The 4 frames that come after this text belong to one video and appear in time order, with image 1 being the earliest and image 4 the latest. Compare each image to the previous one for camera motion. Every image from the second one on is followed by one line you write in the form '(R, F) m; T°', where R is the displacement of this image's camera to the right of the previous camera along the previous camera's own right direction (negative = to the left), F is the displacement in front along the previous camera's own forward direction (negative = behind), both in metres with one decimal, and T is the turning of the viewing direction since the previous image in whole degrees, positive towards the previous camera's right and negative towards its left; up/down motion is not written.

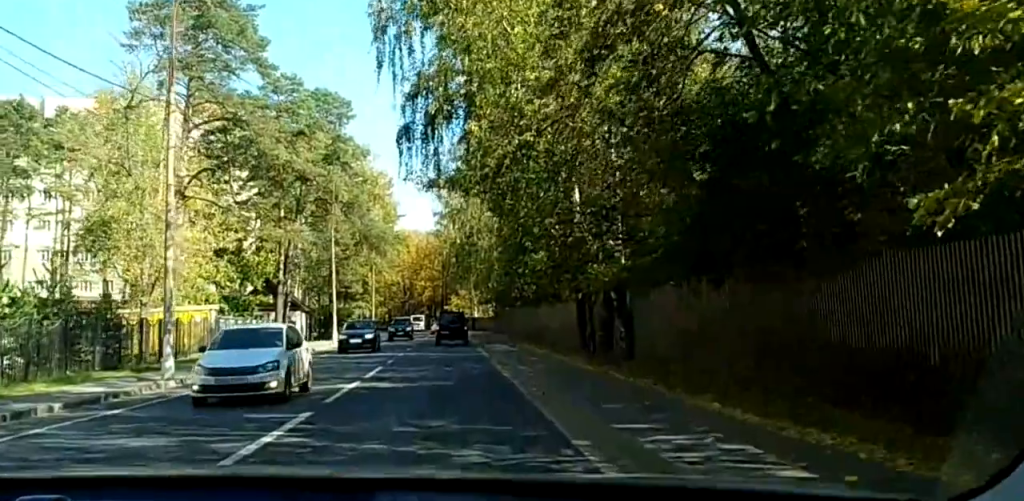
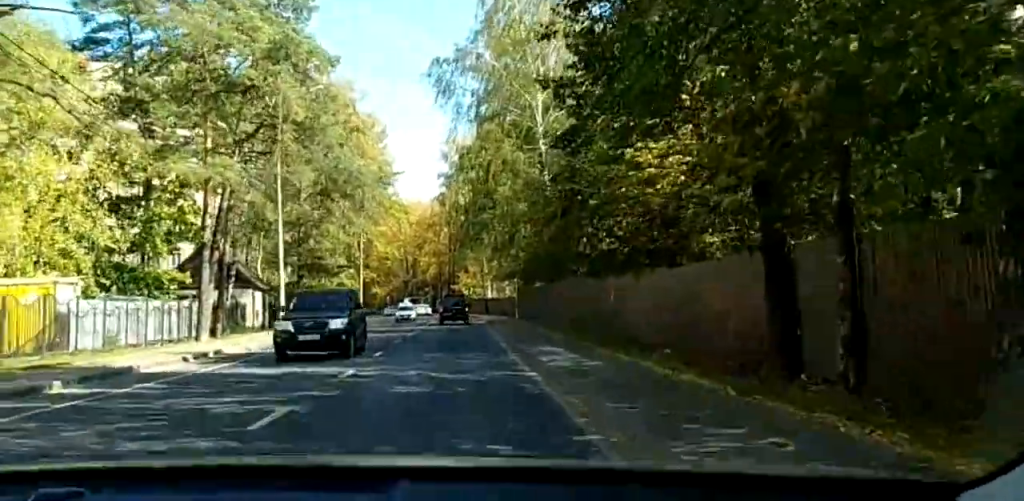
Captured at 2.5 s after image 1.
(+2.1, +20.6) m; +9°
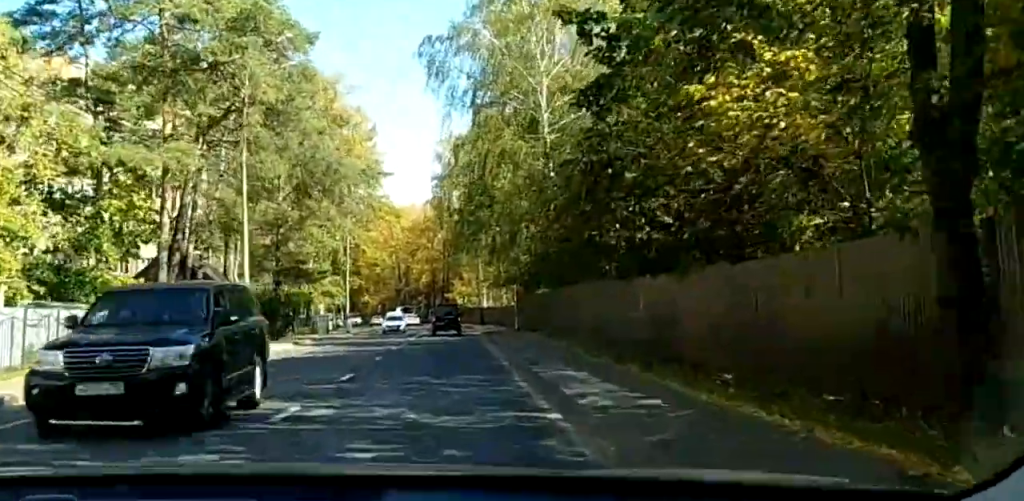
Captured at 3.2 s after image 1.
(+0.2, +6.5) m; 0°
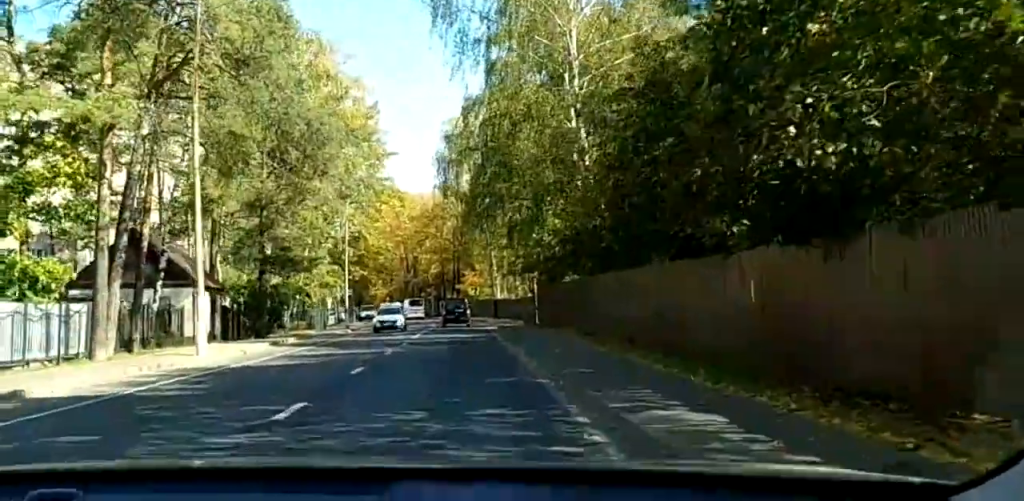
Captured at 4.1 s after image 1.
(0.0, +9.3) m; 0°
